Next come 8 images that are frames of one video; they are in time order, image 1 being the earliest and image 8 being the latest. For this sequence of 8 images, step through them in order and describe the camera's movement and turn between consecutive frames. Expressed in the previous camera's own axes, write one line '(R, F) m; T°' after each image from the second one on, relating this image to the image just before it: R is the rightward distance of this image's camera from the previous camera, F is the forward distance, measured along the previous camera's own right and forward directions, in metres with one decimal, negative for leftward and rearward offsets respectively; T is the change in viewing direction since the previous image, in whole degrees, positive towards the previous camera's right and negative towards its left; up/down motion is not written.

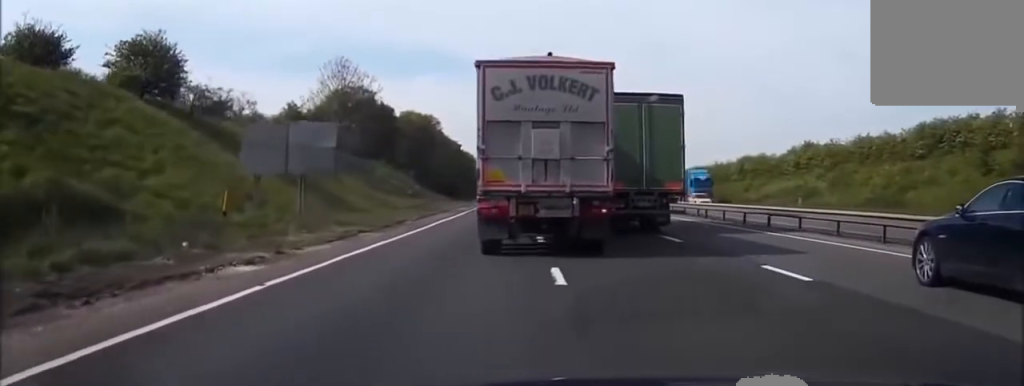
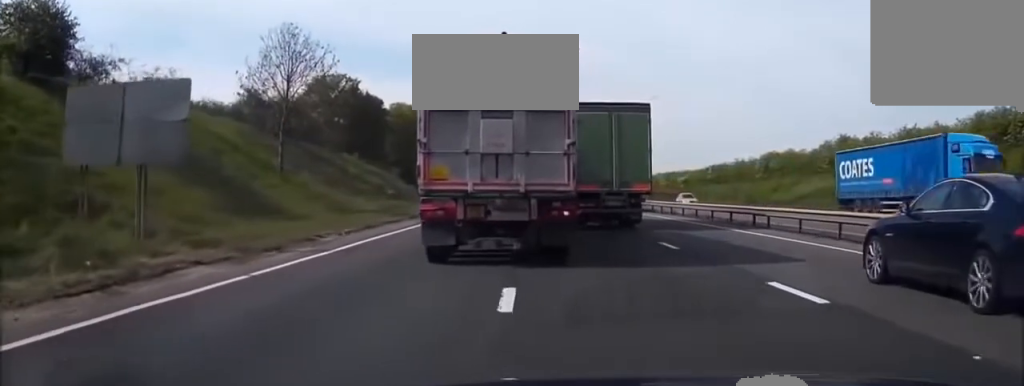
(-0.1, +10.9) m; -1°
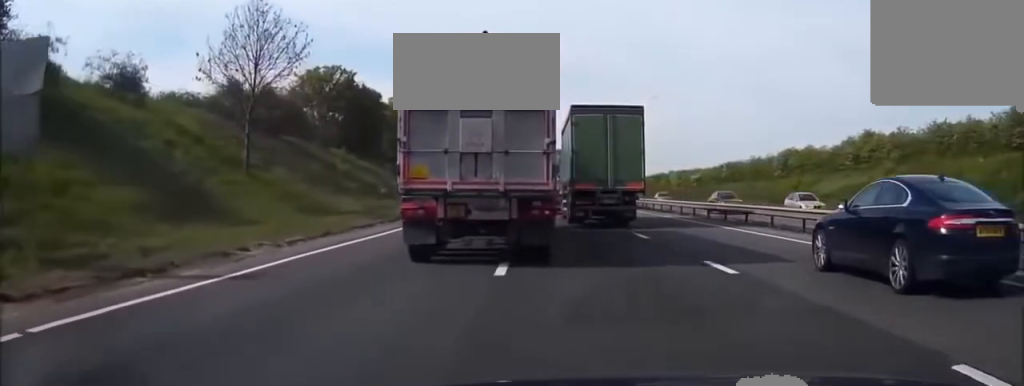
(0.0, +5.3) m; 0°
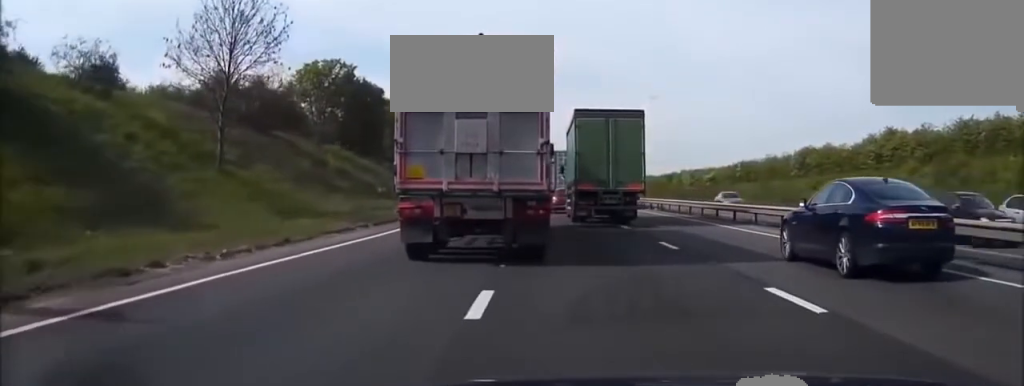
(0.0, +4.0) m; 0°
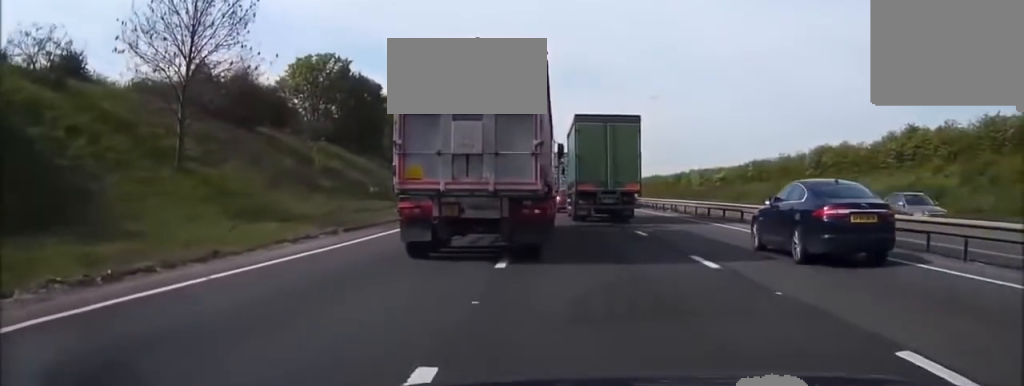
(0.0, +4.1) m; 0°
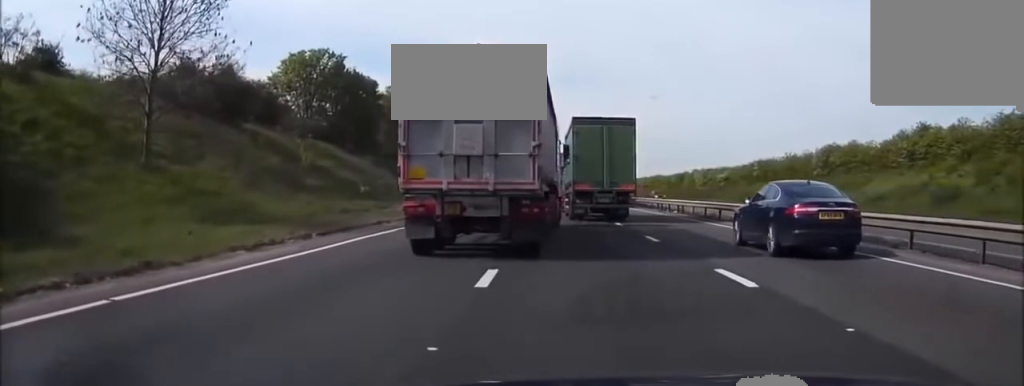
(0.0, +2.5) m; 0°
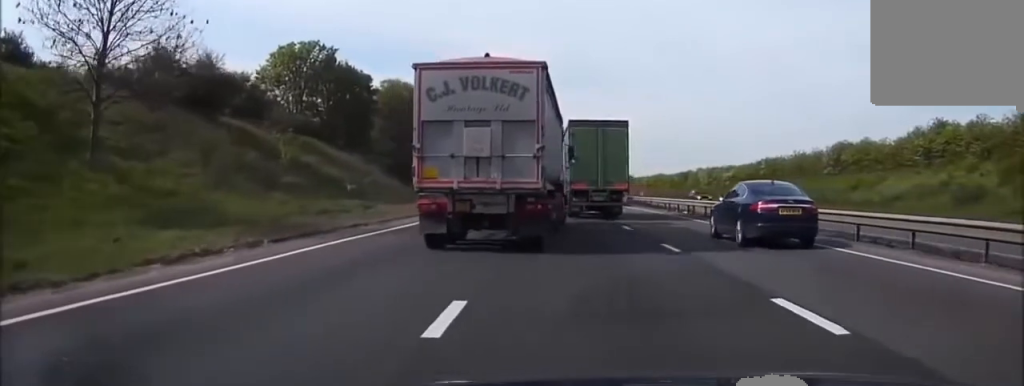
(0.0, +3.2) m; 0°
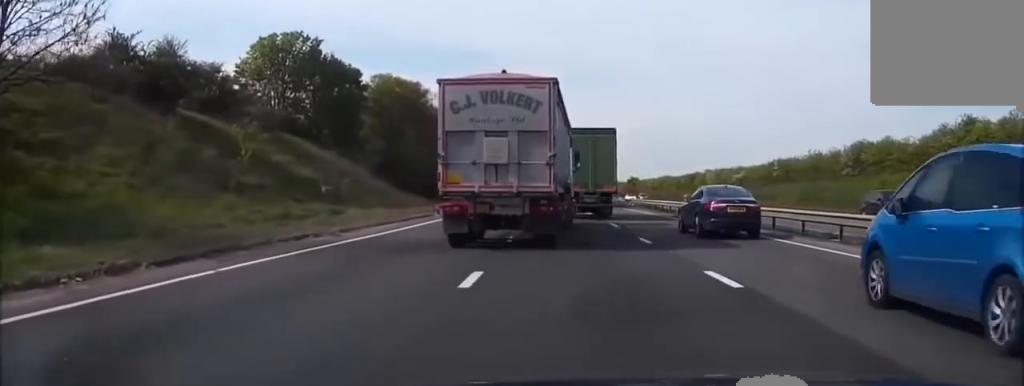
(0.0, +5.6) m; 0°
